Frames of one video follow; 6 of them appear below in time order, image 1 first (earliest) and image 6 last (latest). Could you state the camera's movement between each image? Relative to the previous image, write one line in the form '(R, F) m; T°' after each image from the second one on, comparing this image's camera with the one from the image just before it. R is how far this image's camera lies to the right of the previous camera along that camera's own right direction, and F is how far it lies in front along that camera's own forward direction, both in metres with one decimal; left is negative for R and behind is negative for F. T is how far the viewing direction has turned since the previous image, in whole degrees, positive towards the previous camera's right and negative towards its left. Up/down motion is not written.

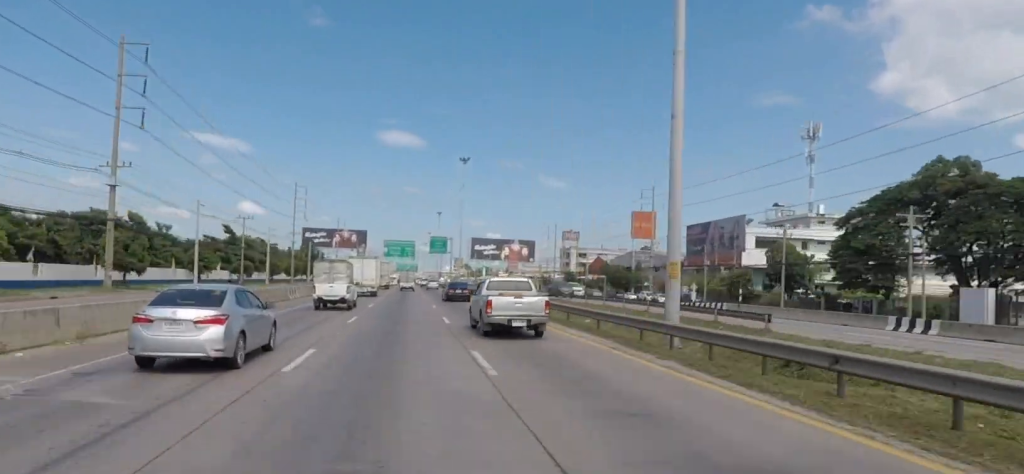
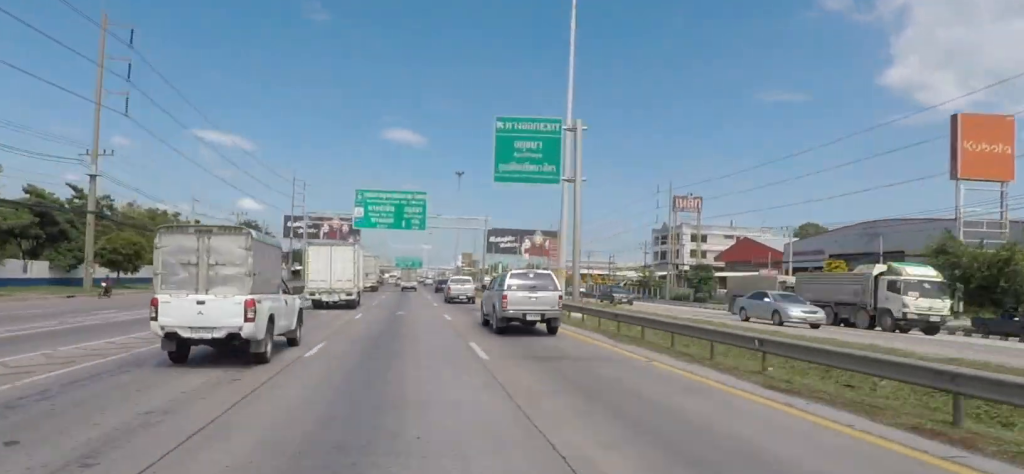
(-1.5, +82.1) m; -1°
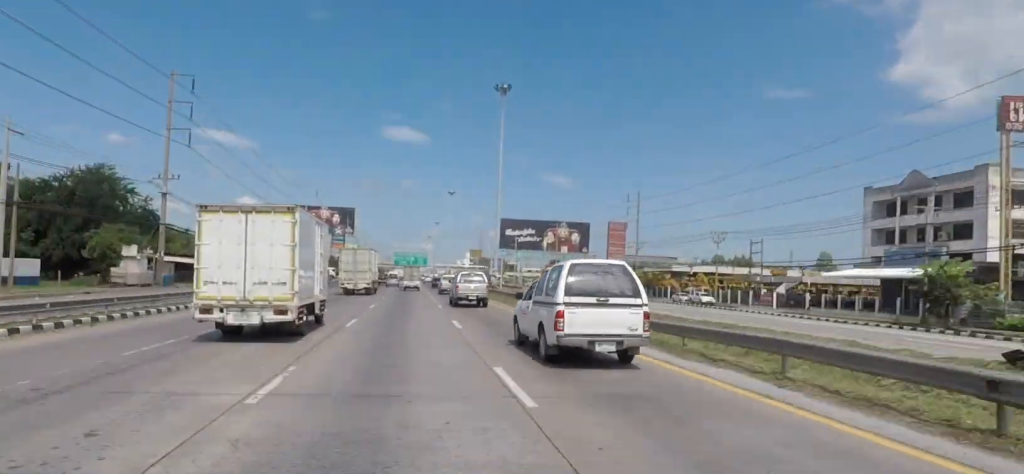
(-0.4, +65.2) m; 0°
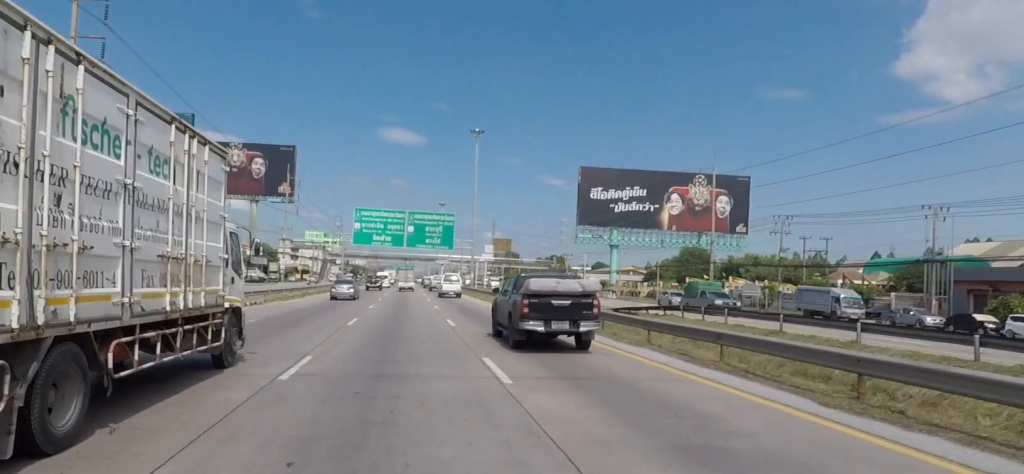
(+3.2, +178.4) m; +1°
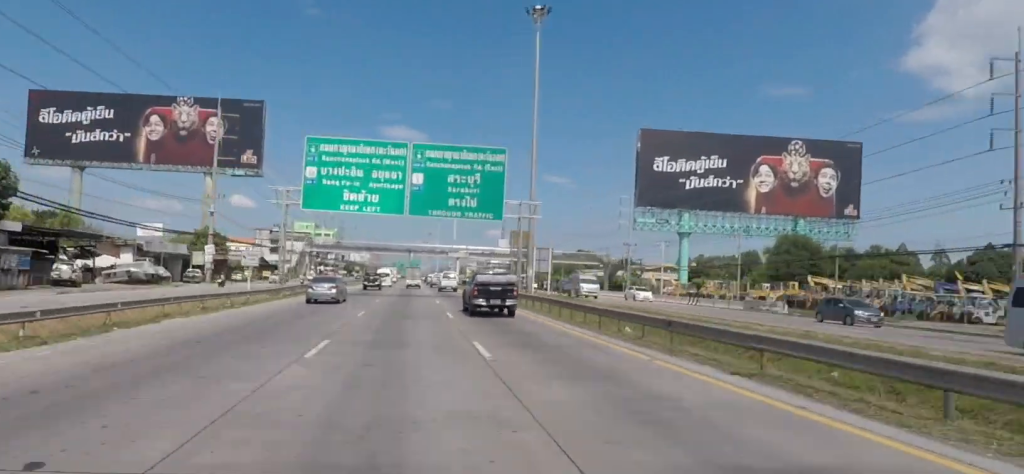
(0.0, +44.6) m; +1°
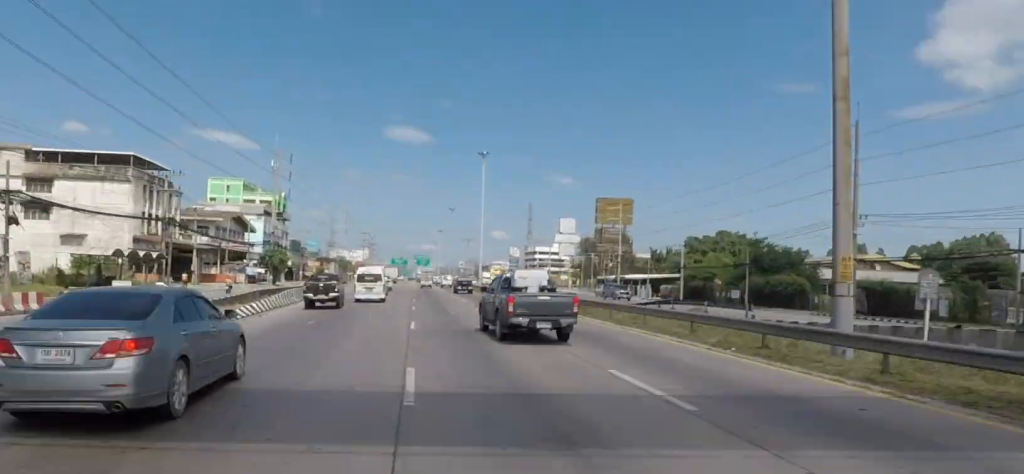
(-0.5, +134.7) m; -3°
